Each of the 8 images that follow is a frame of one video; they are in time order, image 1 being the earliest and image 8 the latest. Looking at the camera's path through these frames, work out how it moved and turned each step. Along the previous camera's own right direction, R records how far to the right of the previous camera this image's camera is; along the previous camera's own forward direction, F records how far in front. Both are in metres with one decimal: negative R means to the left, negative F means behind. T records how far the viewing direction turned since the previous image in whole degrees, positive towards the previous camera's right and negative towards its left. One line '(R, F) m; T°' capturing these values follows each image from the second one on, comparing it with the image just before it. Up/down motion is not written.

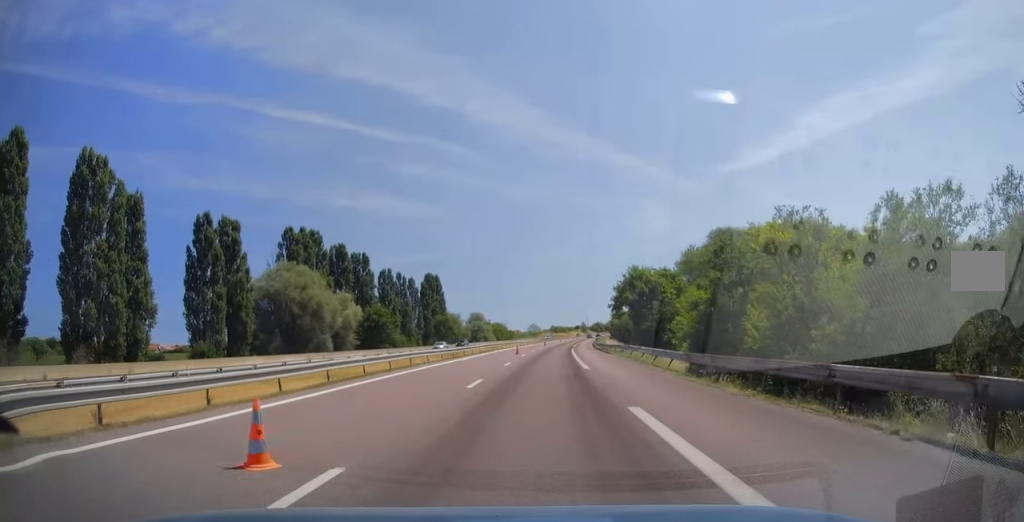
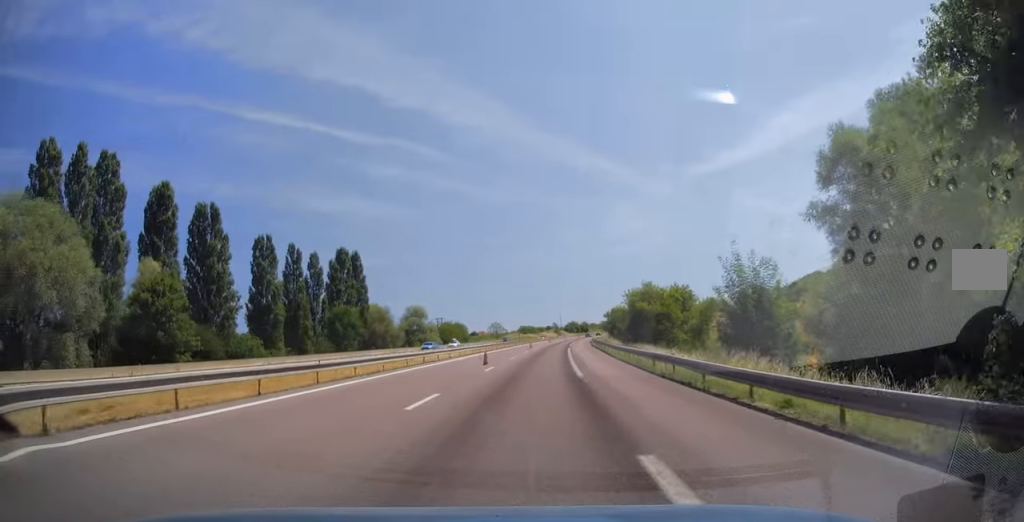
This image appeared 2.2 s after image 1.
(+1.2, +57.5) m; +2°
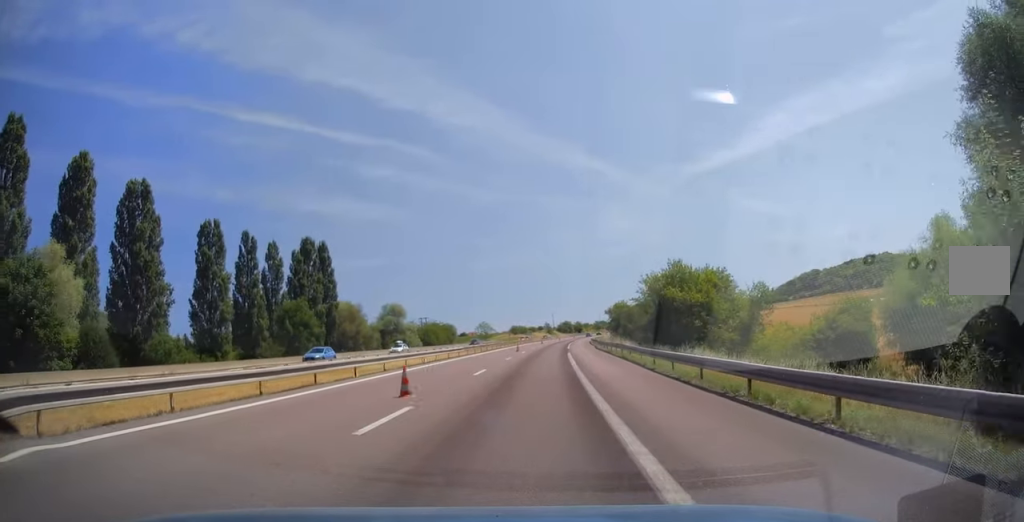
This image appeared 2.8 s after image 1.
(+0.5, +16.0) m; +1°
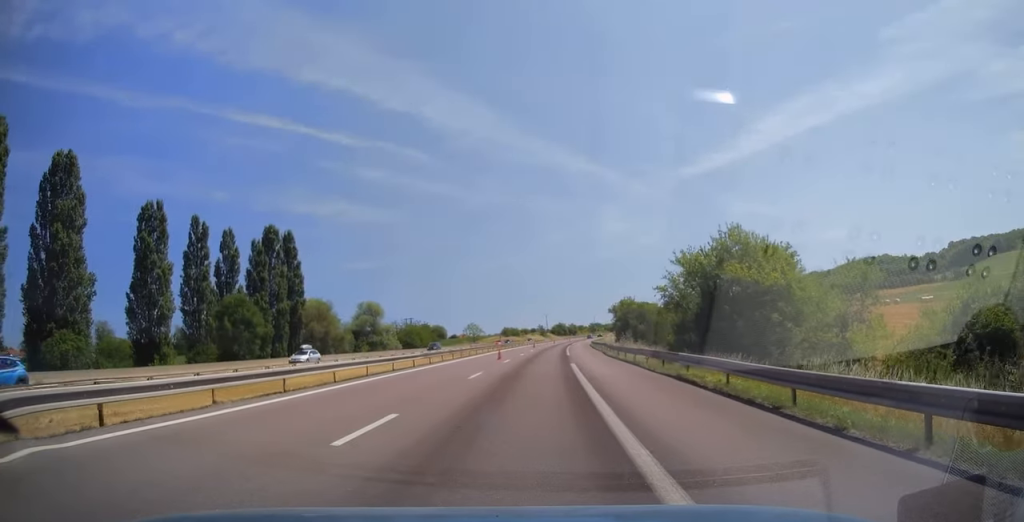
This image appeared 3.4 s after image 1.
(+0.1, +14.3) m; +1°
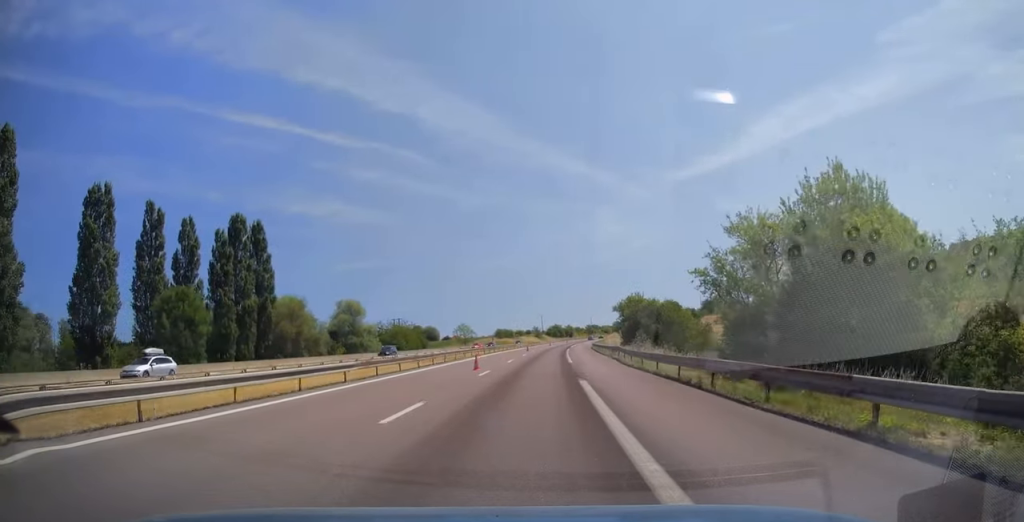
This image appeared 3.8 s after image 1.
(0.0, +10.8) m; 0°
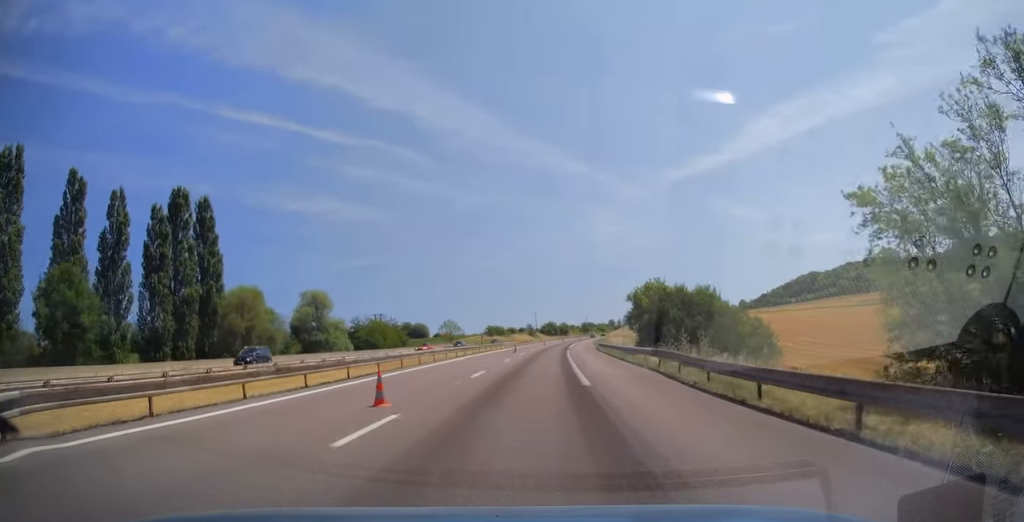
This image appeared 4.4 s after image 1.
(+0.1, +15.6) m; +1°
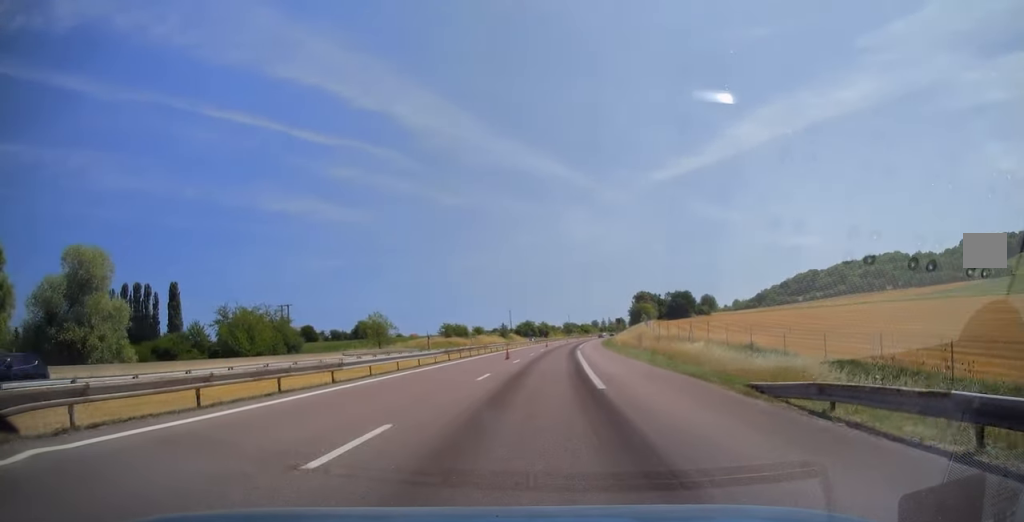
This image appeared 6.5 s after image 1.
(+0.7, +54.1) m; +1°
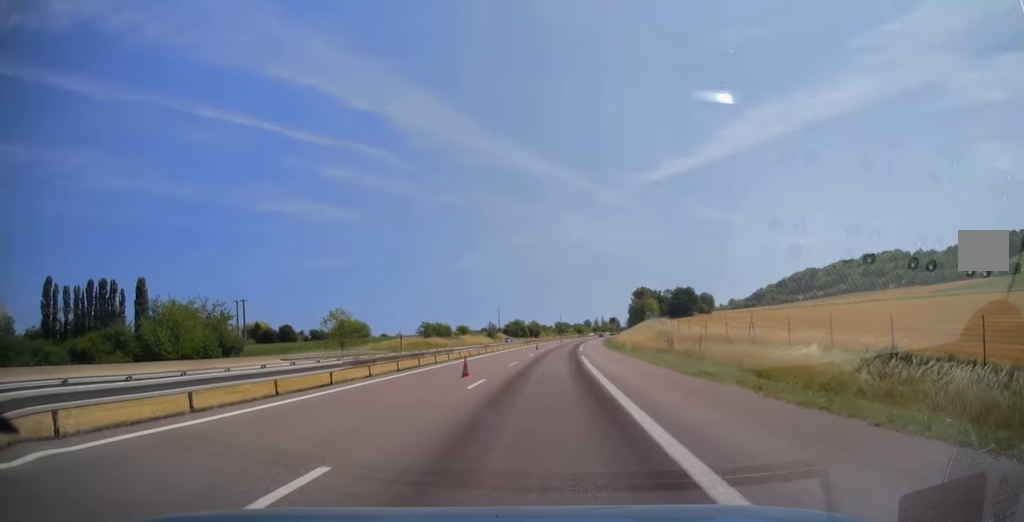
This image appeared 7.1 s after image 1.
(-0.2, +16.4) m; +1°
